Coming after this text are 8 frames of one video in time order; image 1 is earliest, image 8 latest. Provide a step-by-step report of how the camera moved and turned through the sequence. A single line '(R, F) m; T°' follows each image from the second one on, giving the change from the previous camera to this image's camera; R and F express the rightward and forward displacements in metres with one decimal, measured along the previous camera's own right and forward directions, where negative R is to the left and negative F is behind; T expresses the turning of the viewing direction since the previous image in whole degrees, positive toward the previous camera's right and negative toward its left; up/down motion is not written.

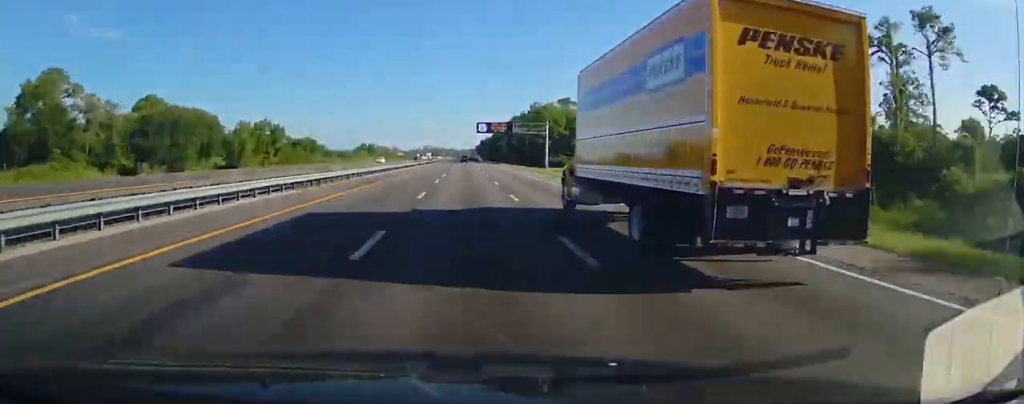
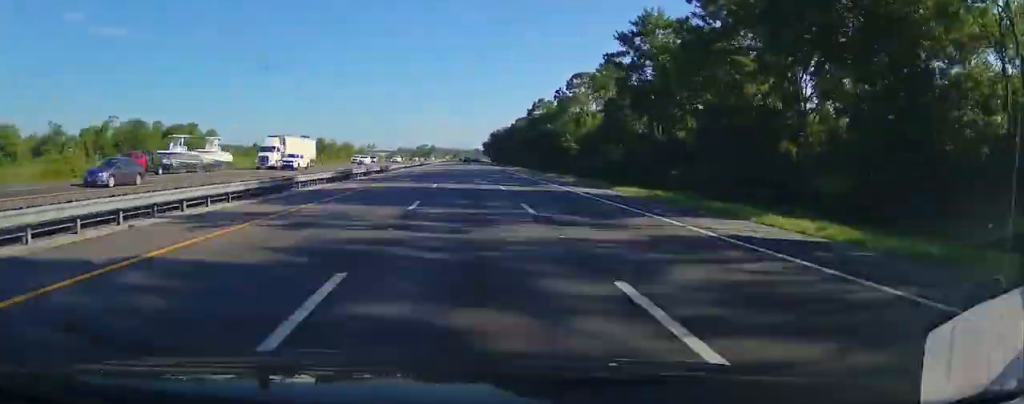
(-0.5, +161.5) m; 0°
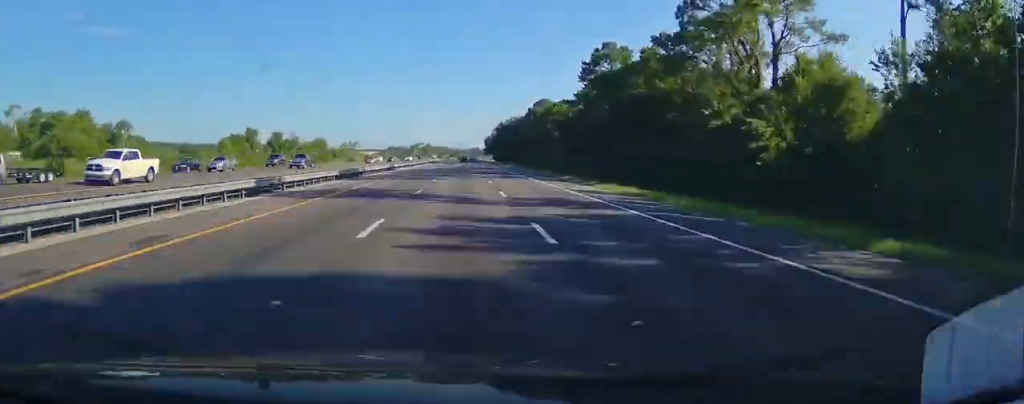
(+0.3, +66.8) m; 0°
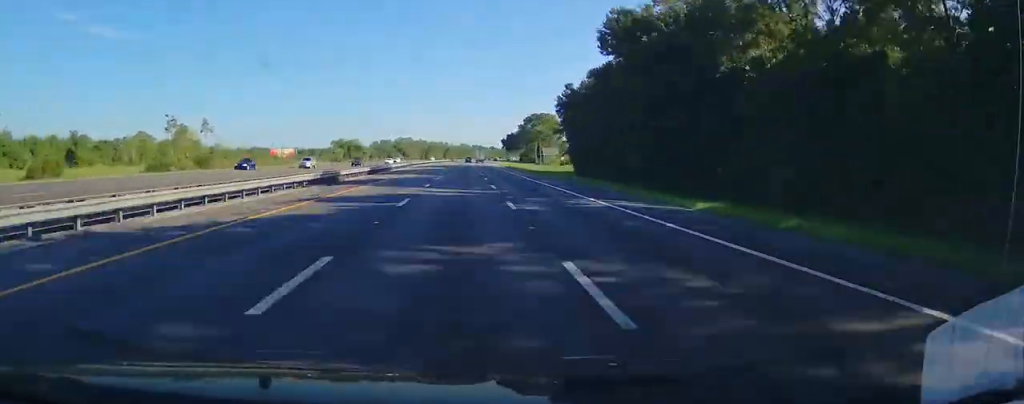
(+0.5, +236.0) m; +1°
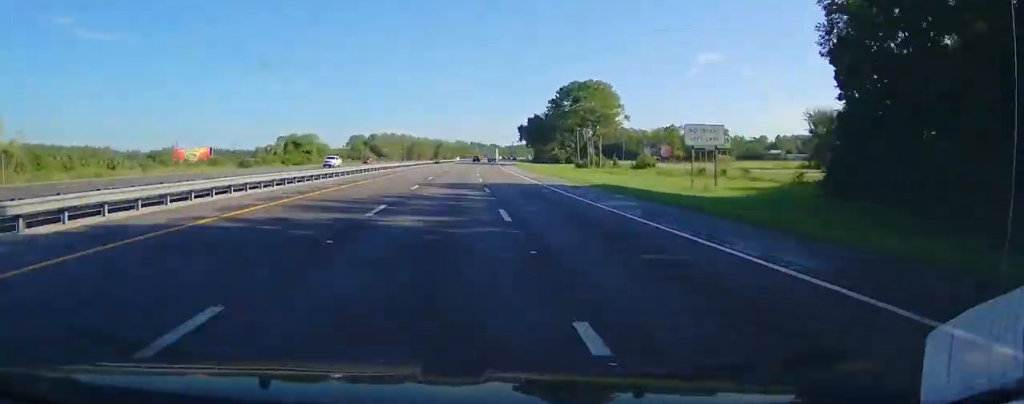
(+0.8, +87.2) m; +2°
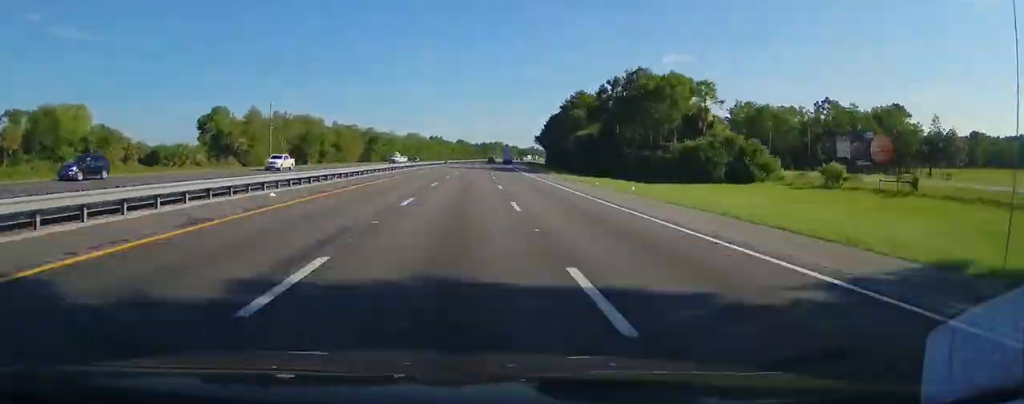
(+3.4, +140.4) m; +4°
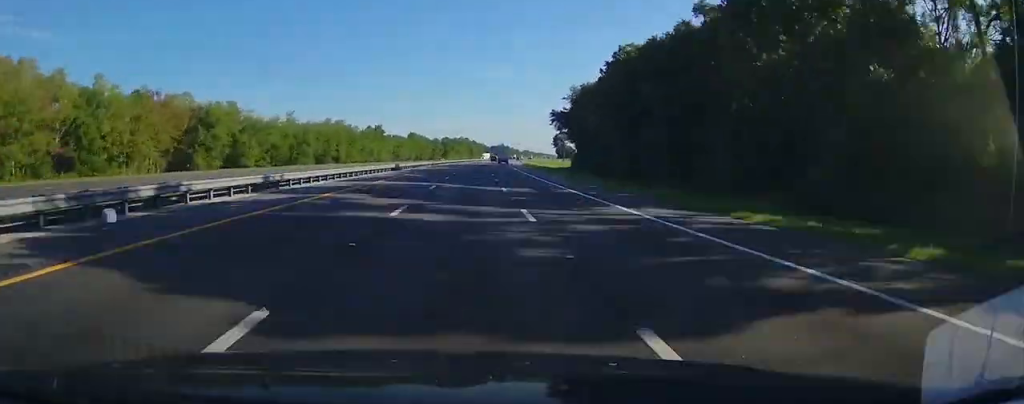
(+2.6, +111.4) m; +4°
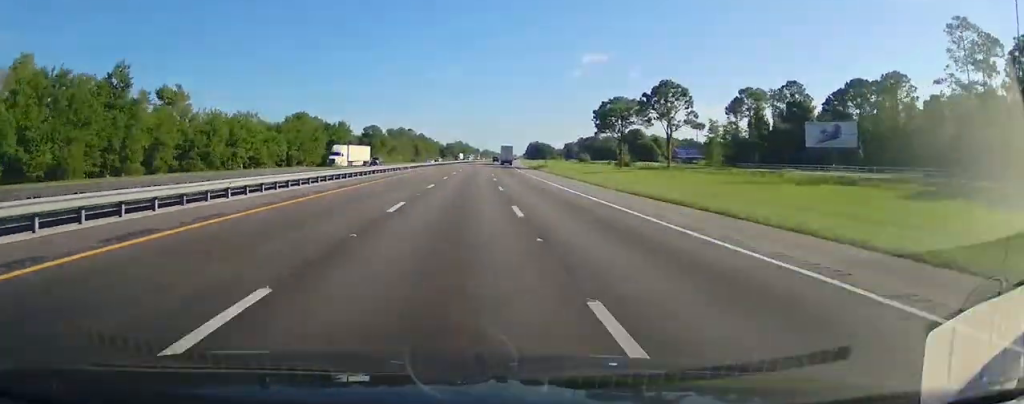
(+7.4, +145.1) m; +5°
